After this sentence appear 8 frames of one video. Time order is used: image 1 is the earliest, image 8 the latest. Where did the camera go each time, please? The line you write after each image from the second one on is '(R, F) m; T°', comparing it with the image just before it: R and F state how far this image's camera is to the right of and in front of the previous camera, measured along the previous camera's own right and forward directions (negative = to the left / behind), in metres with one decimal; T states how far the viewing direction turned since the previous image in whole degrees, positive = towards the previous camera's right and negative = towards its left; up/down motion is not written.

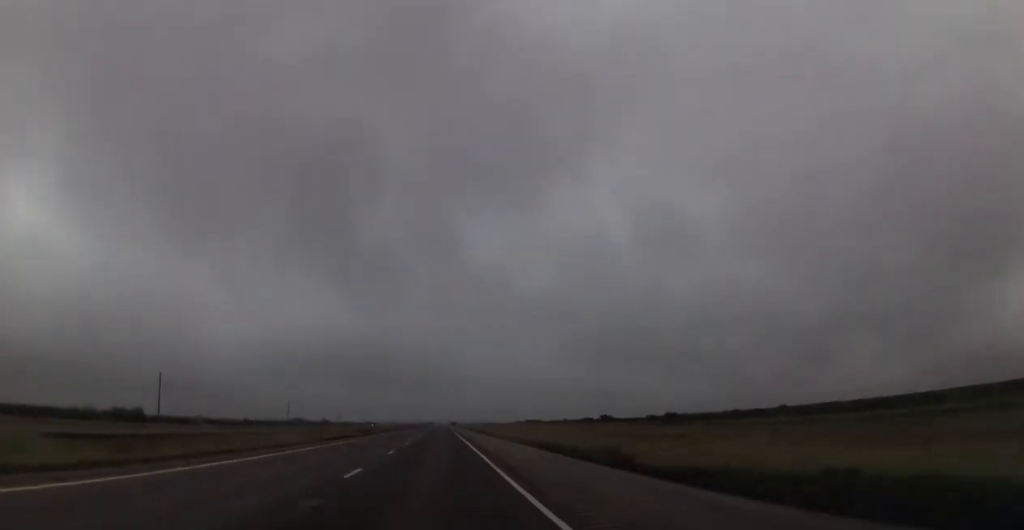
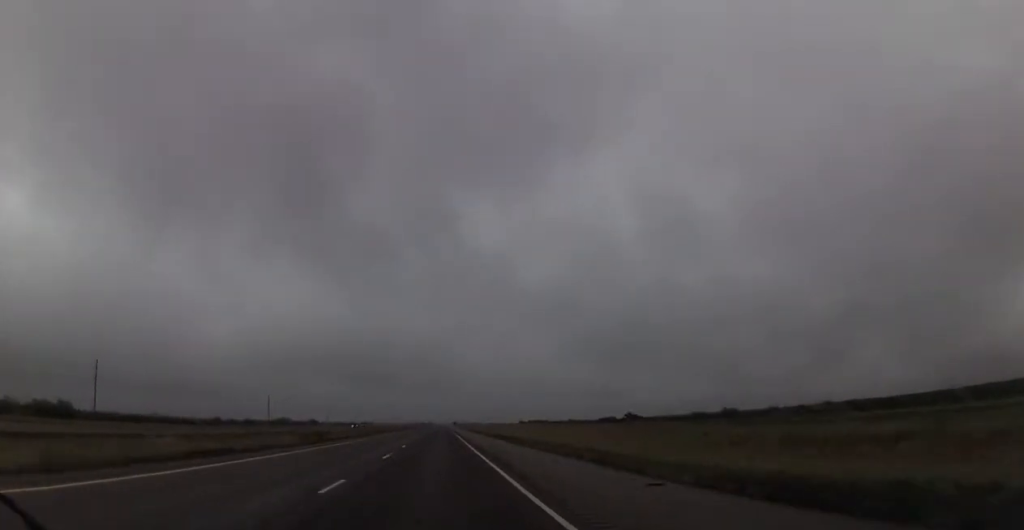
(-0.2, +27.9) m; 0°
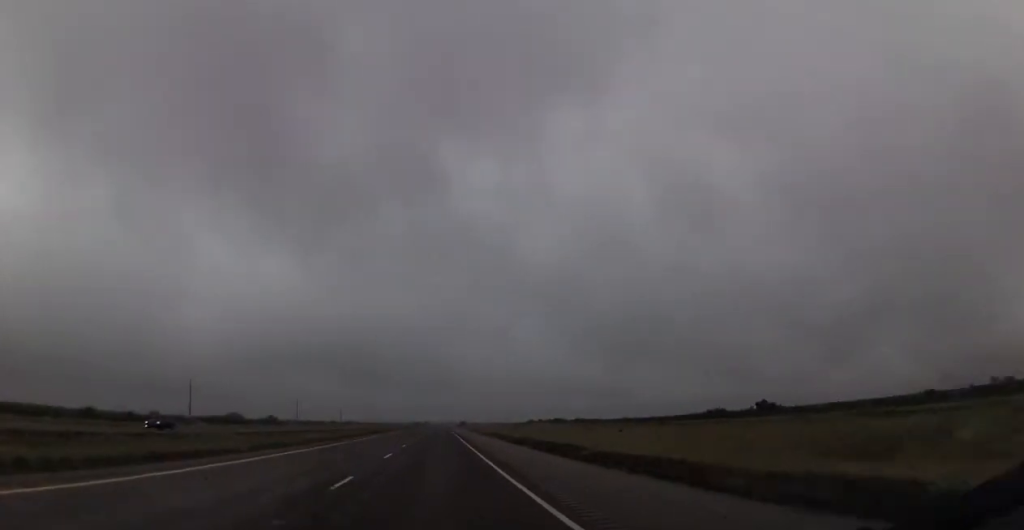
(+0.1, +72.8) m; +1°
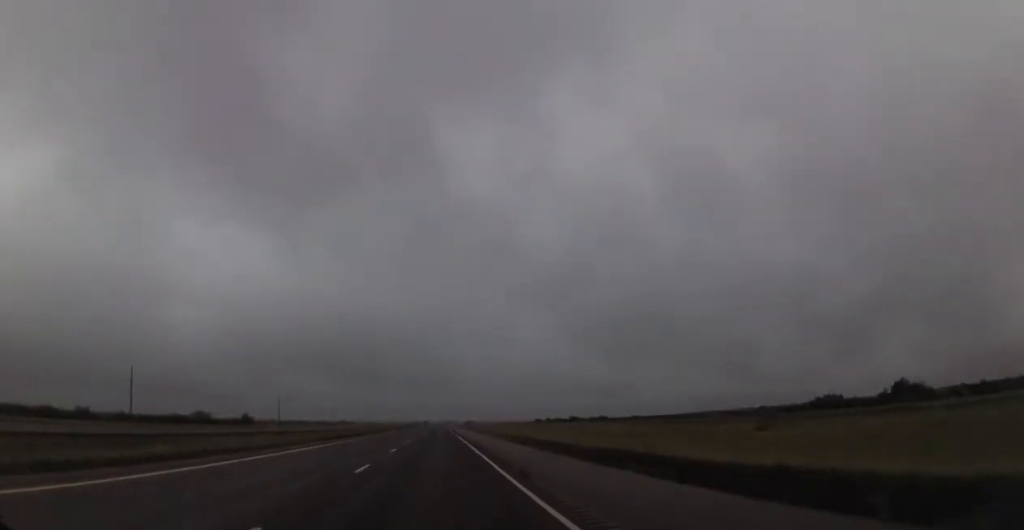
(0.0, +32.8) m; 0°
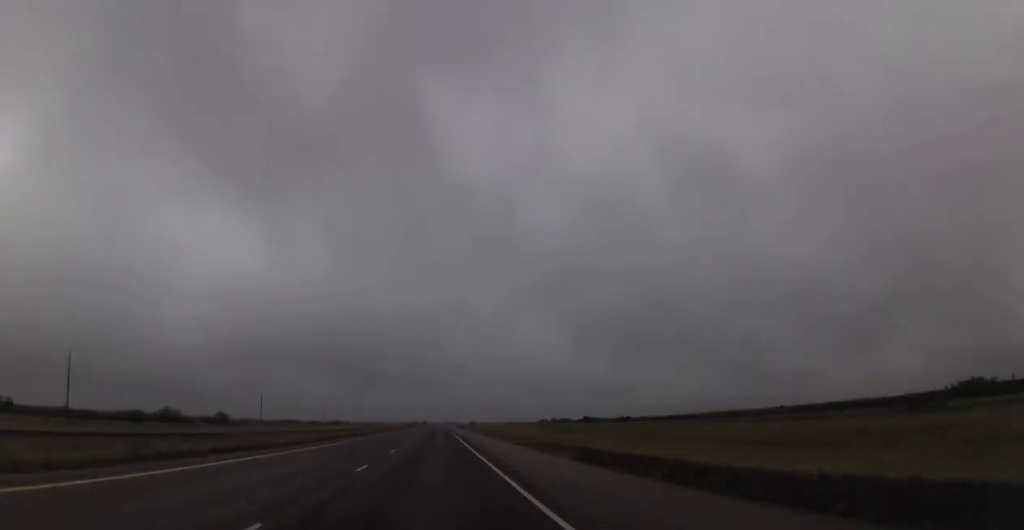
(-0.1, +24.3) m; 0°
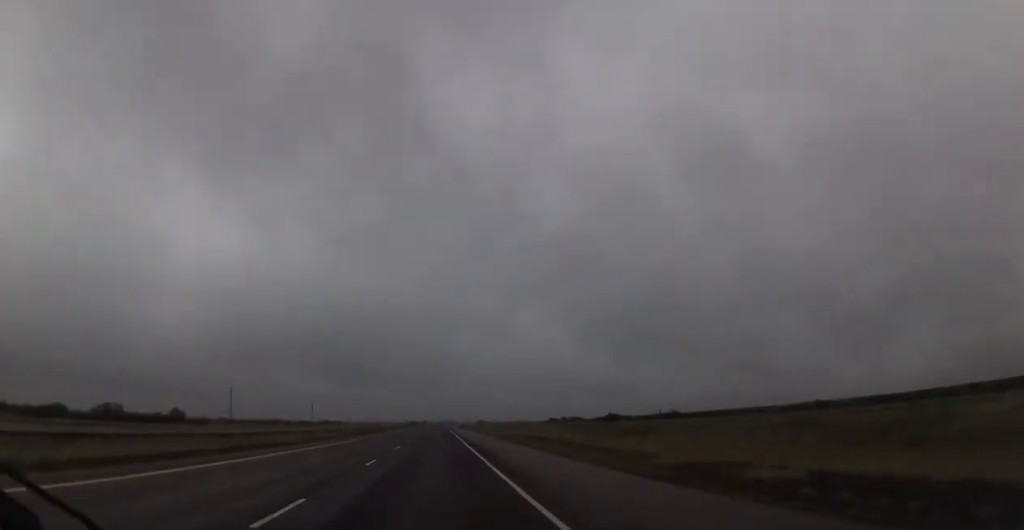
(+0.2, +33.9) m; -1°
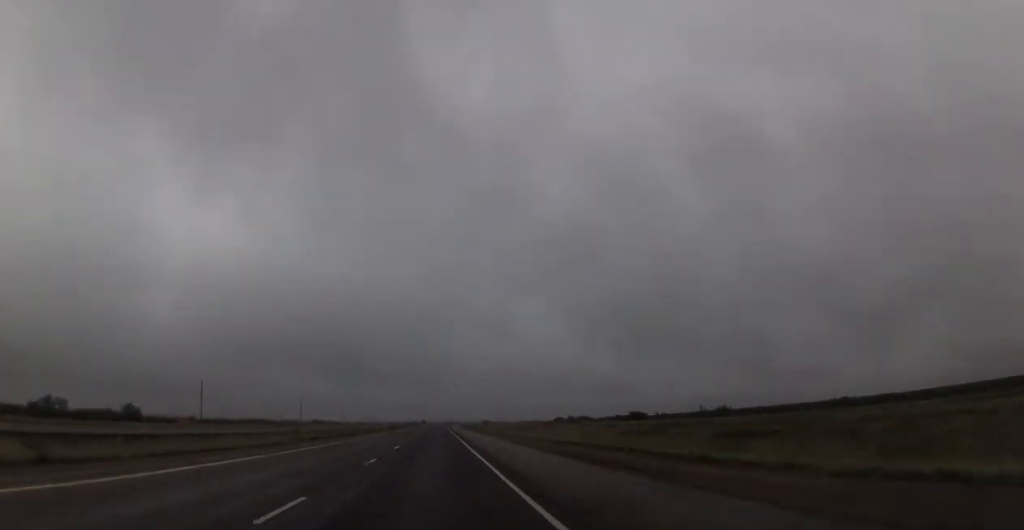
(-0.4, +24.2) m; 0°
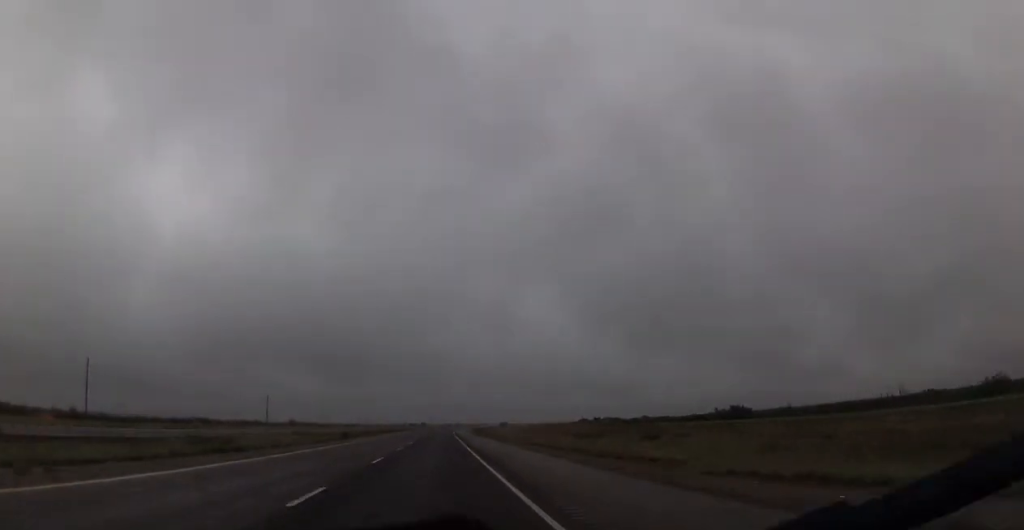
(+0.2, +59.4) m; +1°
